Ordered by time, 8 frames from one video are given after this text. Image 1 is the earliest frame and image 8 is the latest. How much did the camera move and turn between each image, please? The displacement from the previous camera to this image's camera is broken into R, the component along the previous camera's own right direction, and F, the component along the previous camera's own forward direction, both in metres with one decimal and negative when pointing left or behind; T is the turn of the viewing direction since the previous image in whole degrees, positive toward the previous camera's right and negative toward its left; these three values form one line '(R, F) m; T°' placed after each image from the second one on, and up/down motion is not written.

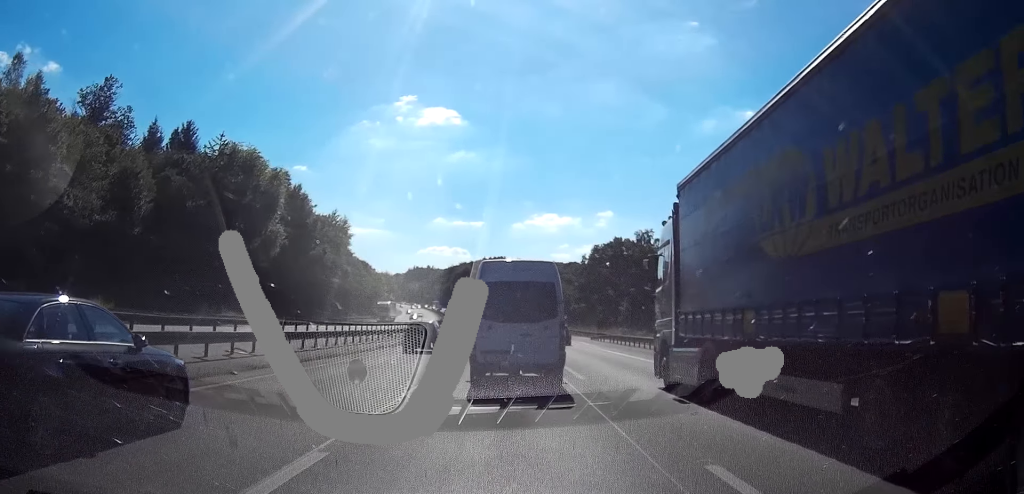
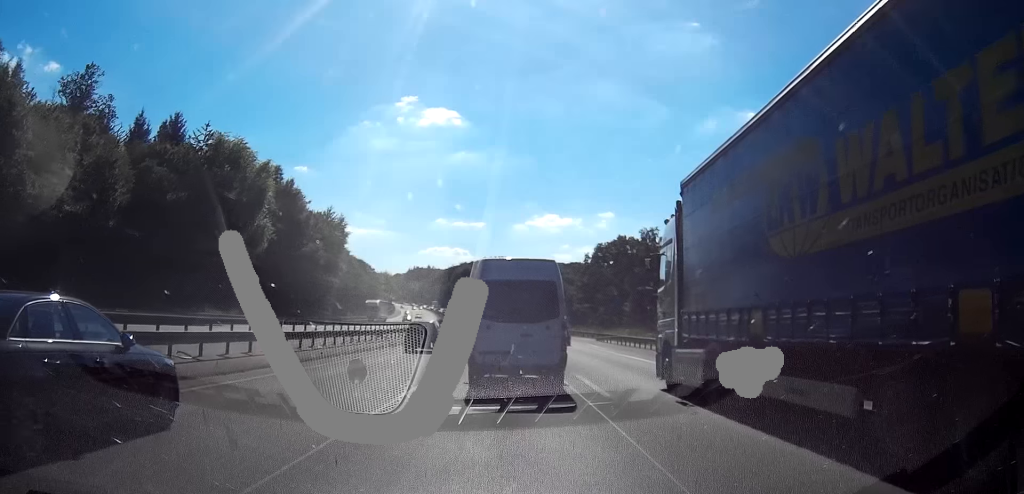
(0.0, +4.4) m; 0°
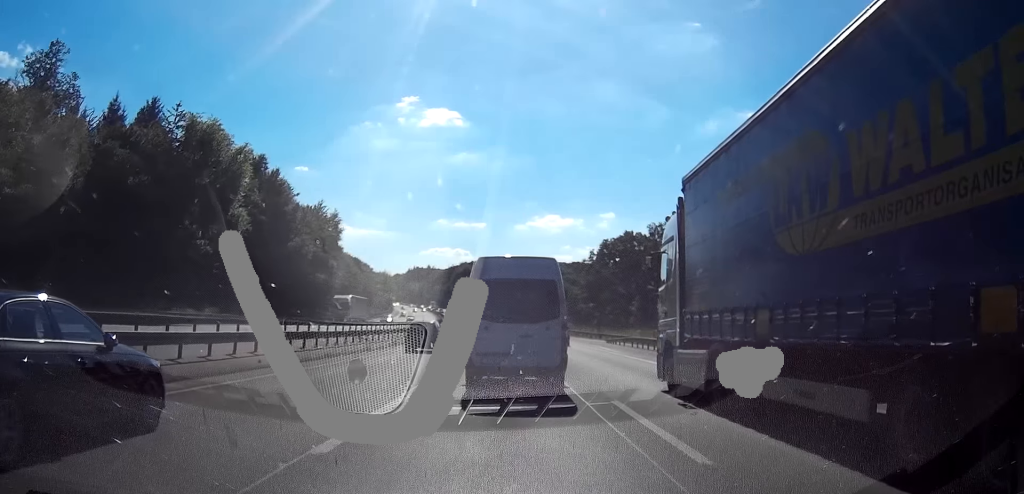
(-0.1, +7.7) m; -1°
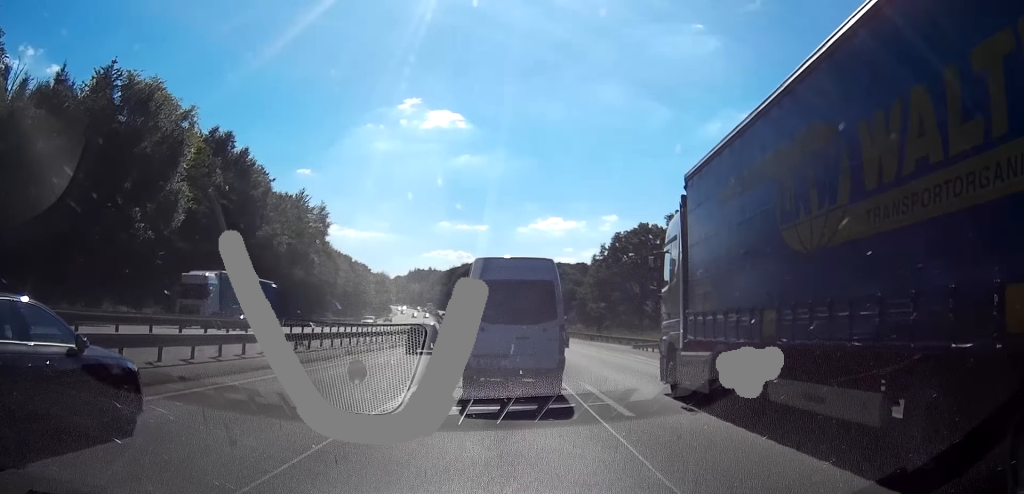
(-0.3, +14.6) m; -2°
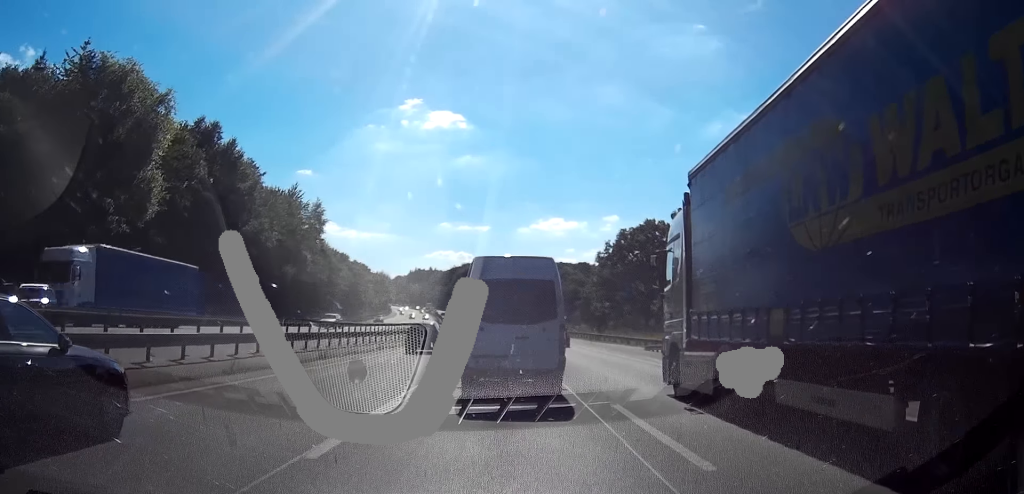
(-0.1, +5.1) m; -1°
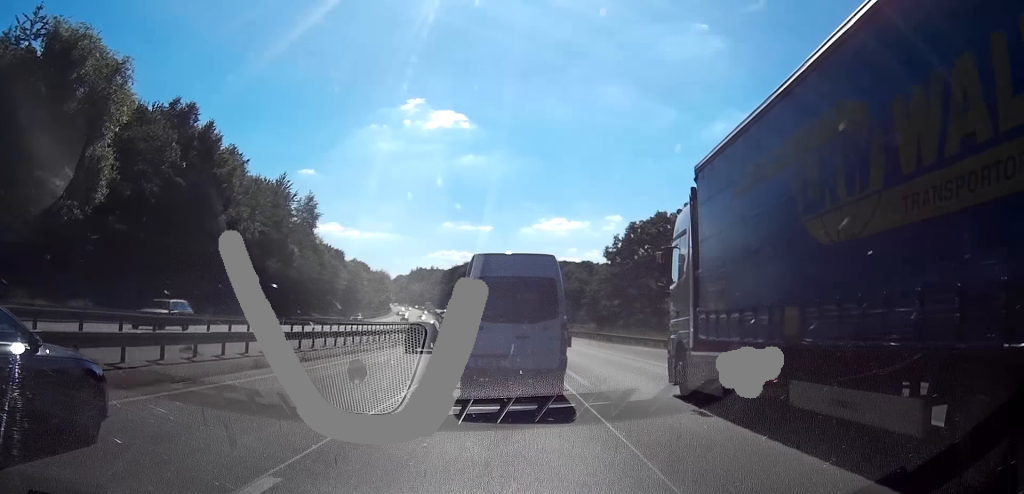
(0.0, +8.1) m; 0°
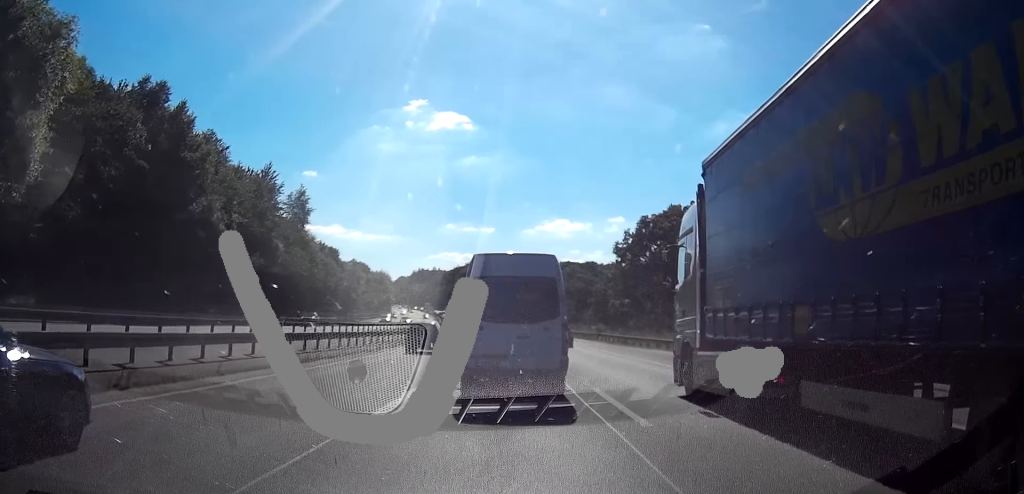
(0.0, +8.6) m; +2°
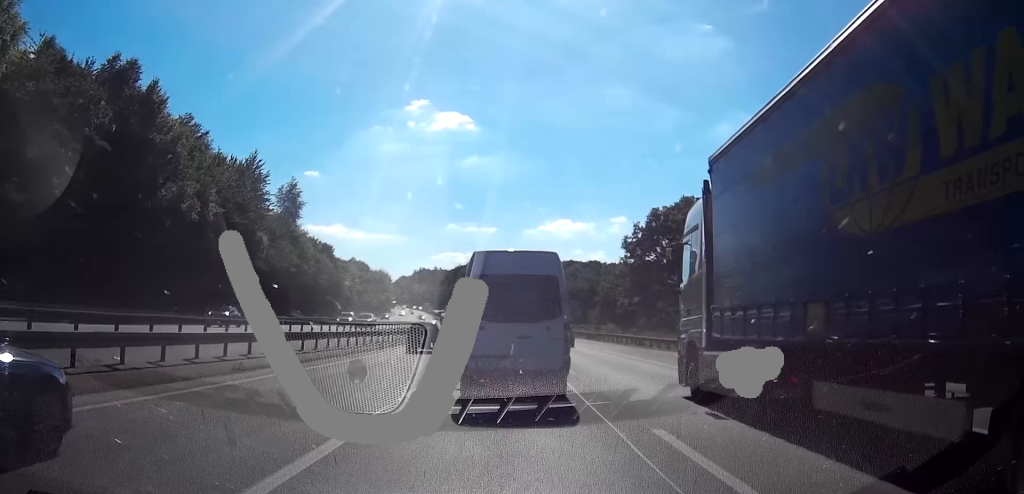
(+0.2, +7.1) m; +2°
